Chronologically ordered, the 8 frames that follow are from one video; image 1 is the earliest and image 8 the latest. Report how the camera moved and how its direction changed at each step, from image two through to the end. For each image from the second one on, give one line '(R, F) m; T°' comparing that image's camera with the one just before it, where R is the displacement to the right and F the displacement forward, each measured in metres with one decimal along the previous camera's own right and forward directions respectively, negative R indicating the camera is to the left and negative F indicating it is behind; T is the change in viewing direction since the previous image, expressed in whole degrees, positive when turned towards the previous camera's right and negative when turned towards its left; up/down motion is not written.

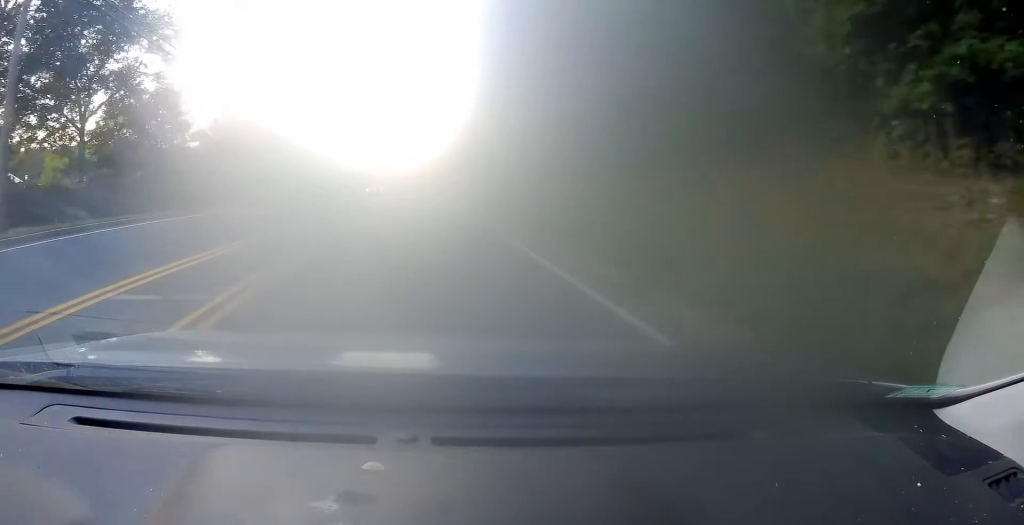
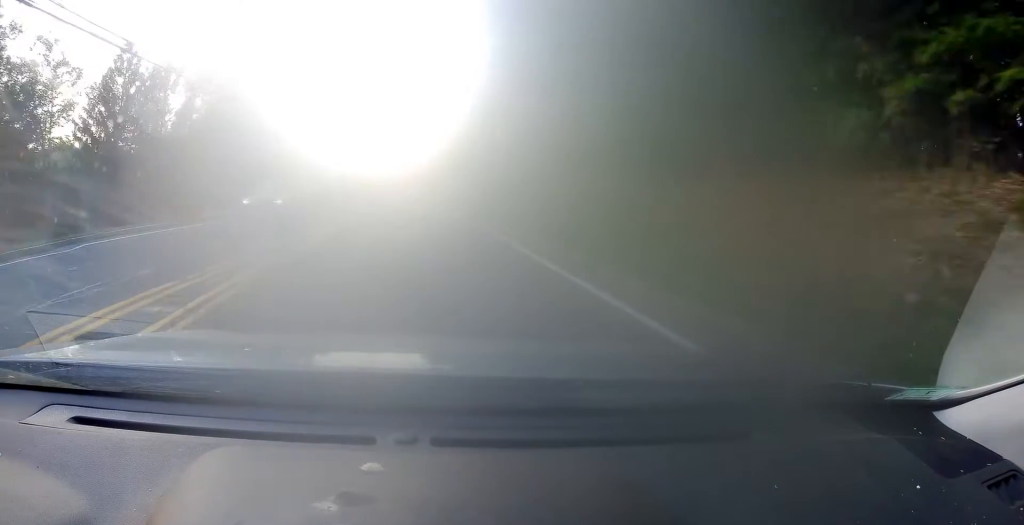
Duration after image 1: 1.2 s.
(+0.3, +20.8) m; +2°
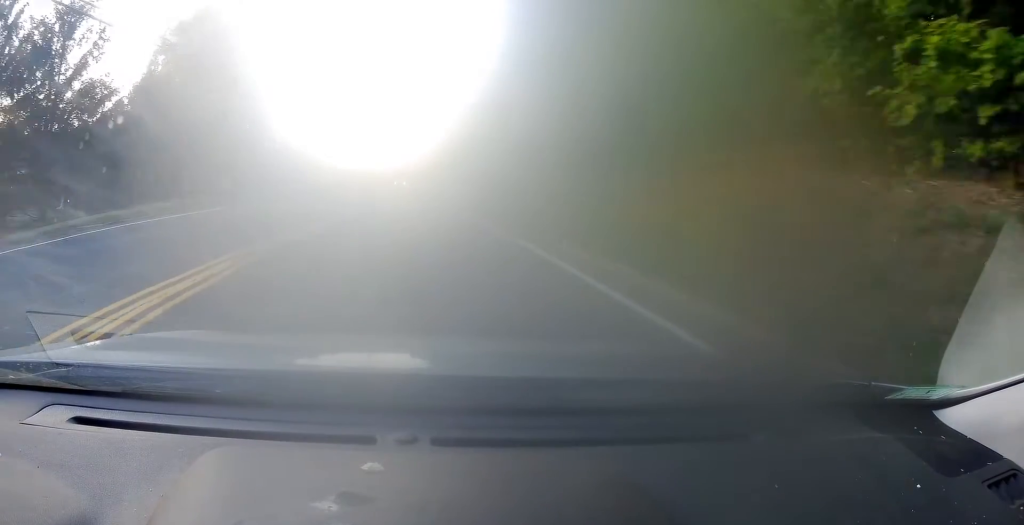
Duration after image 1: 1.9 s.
(+0.2, +13.4) m; +2°
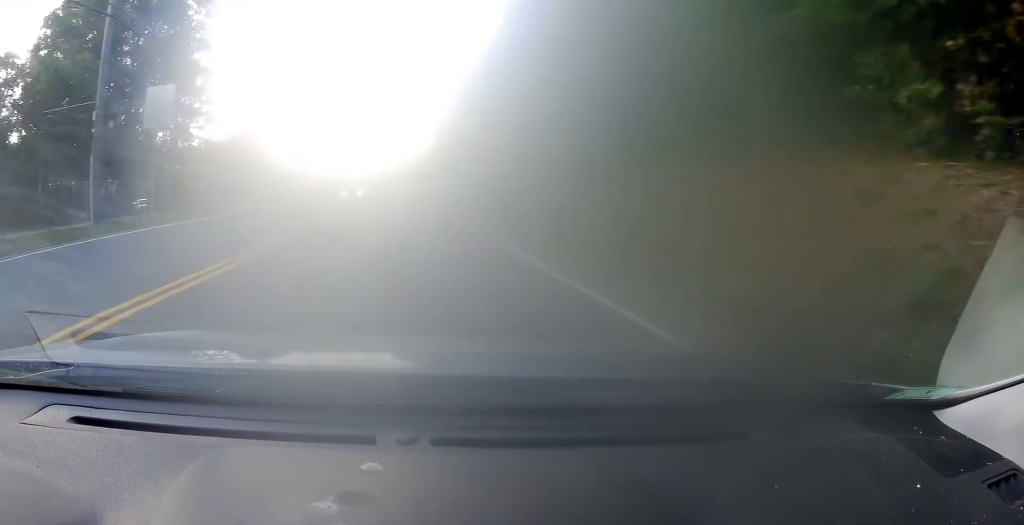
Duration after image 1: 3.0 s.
(+0.4, +20.7) m; +1°
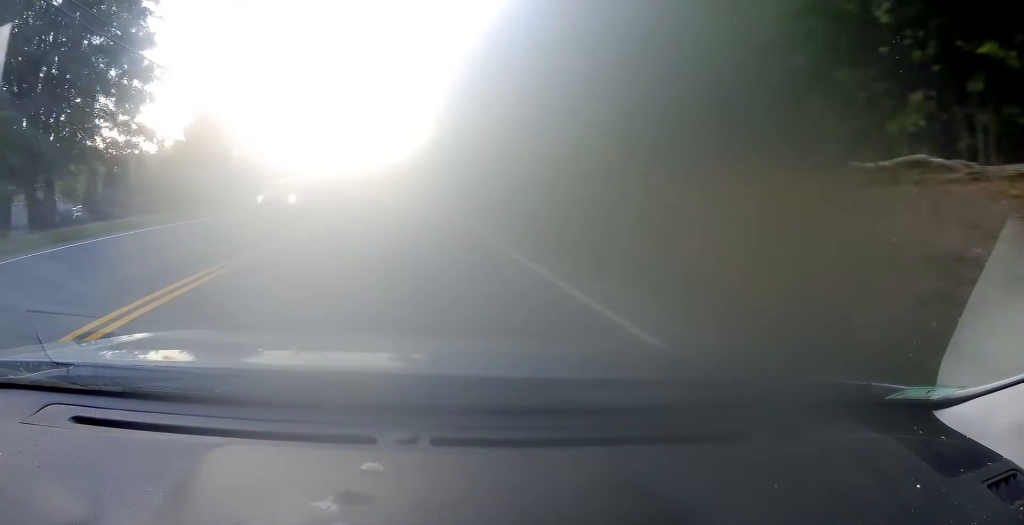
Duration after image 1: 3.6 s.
(0.0, +11.6) m; 0°
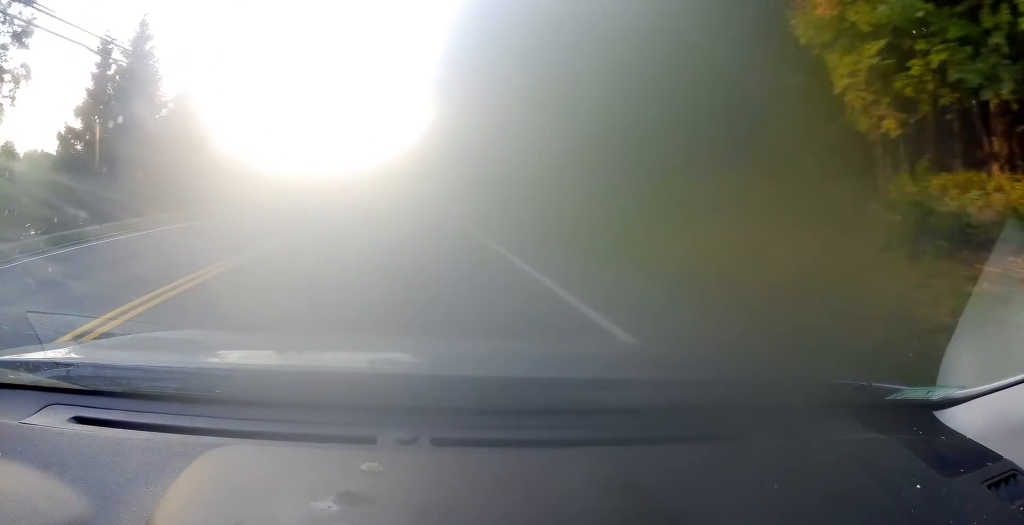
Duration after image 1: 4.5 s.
(-0.1, +16.4) m; -1°
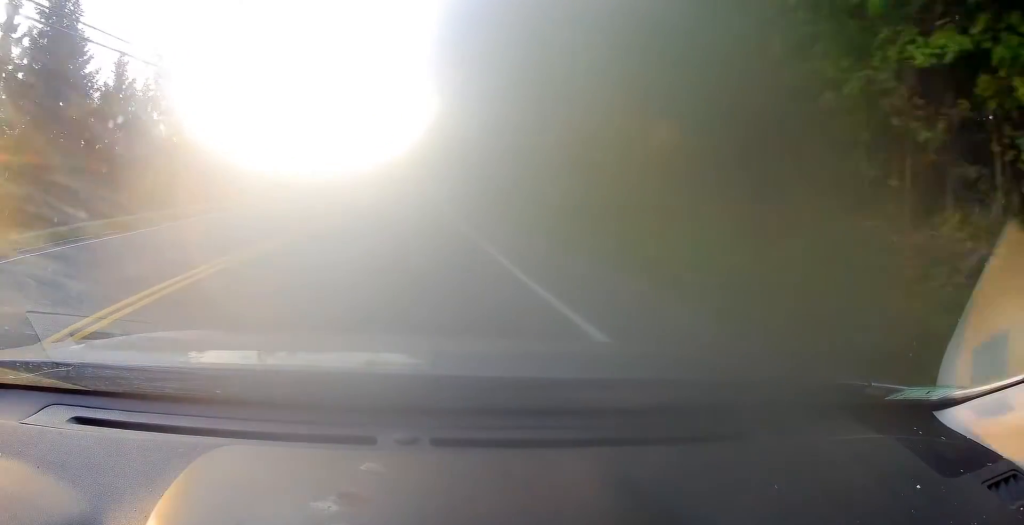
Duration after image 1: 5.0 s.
(-0.1, +10.0) m; 0°
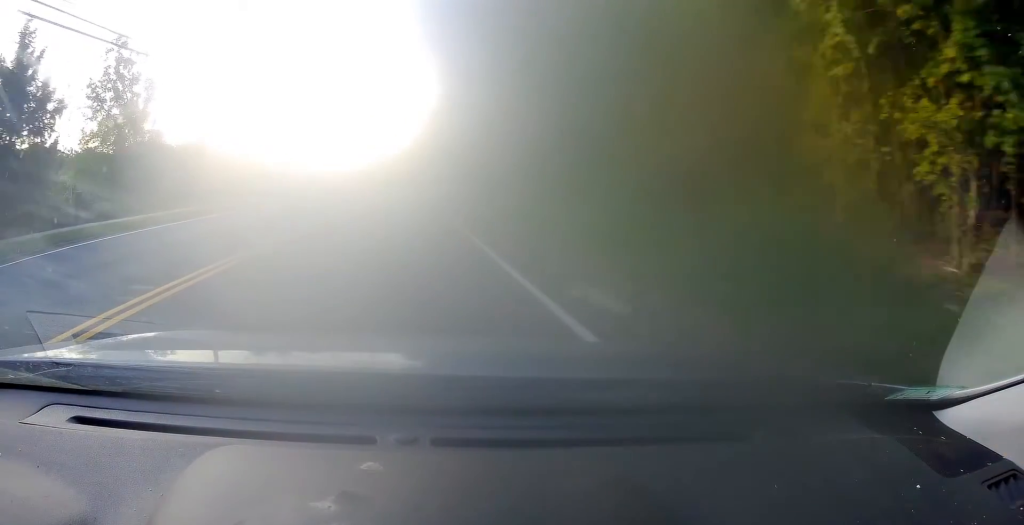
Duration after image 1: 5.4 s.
(0.0, +9.5) m; 0°
